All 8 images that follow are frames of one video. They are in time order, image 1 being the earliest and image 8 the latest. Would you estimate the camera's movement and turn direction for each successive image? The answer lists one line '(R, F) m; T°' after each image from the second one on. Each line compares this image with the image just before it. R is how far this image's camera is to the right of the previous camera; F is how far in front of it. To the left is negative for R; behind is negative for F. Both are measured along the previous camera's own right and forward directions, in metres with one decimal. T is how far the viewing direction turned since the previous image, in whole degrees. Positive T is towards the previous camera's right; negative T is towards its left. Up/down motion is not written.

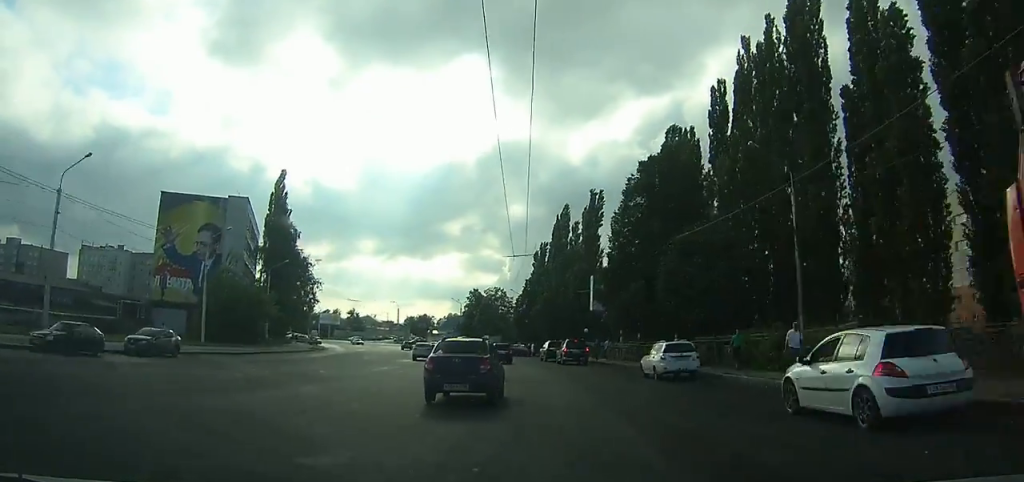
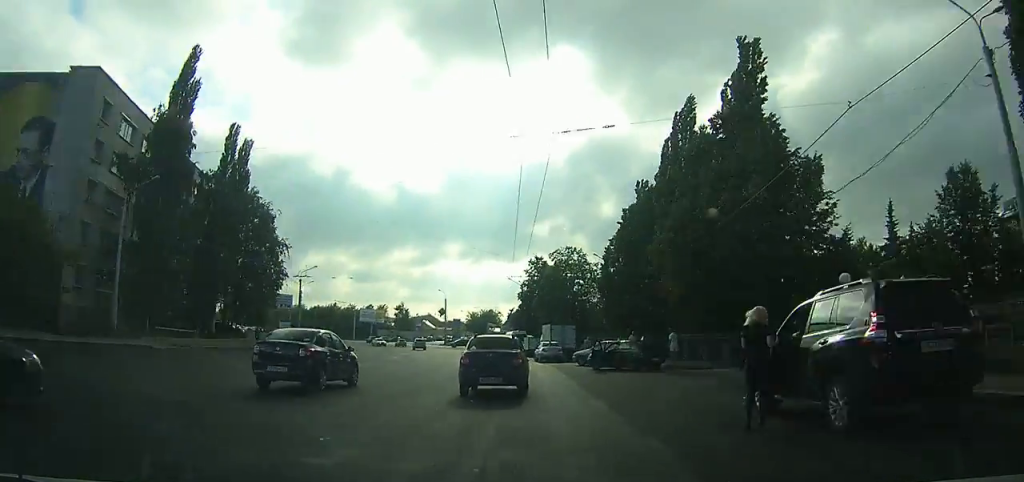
(-1.3, +41.6) m; -6°
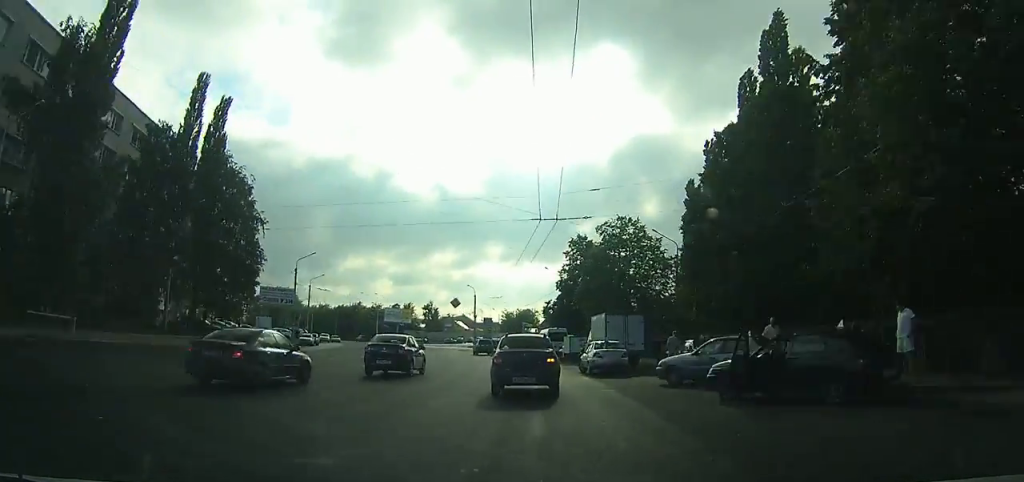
(-0.7, +16.0) m; -4°
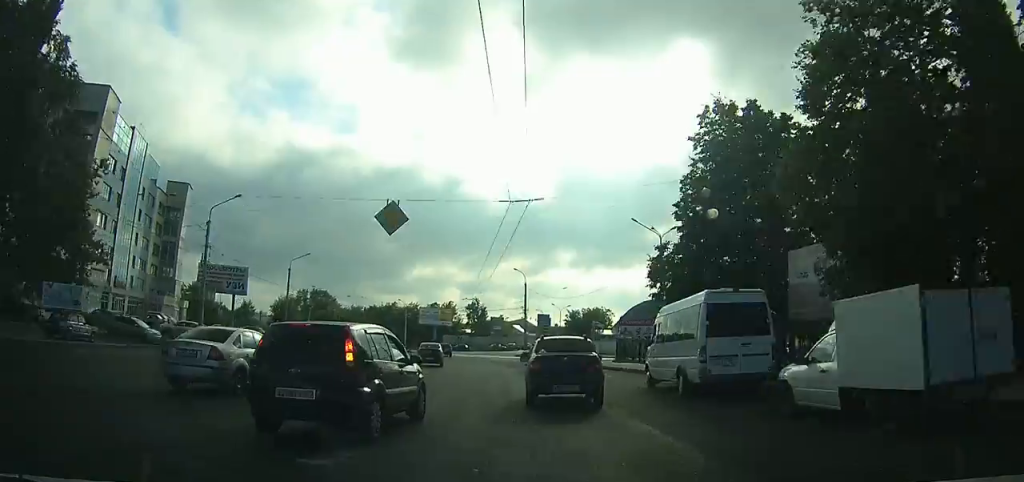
(-2.7, +34.8) m; -10°
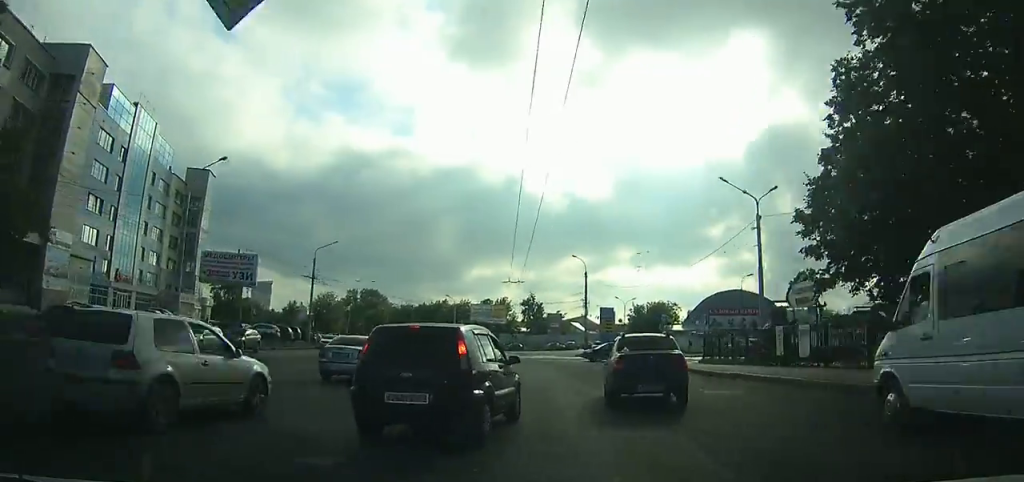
(+0.1, +11.4) m; -3°
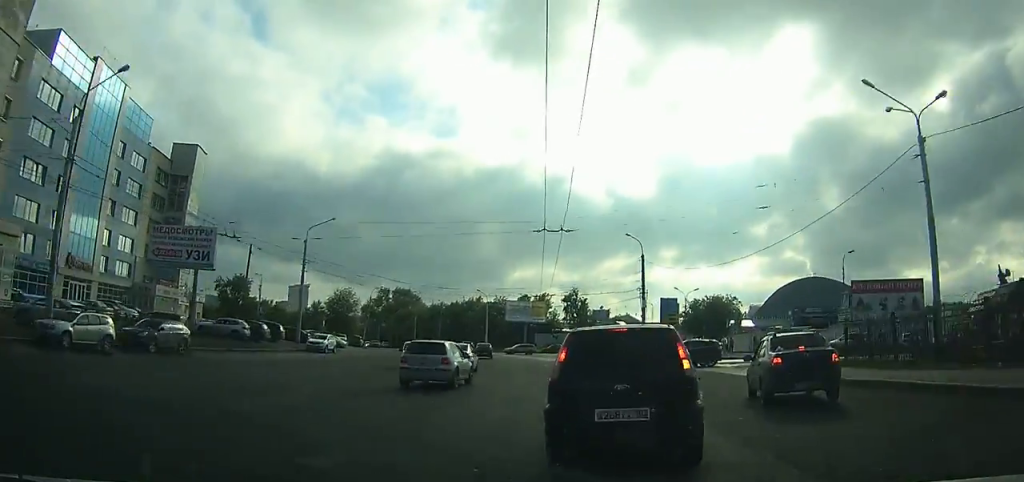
(-1.3, +17.0) m; -4°
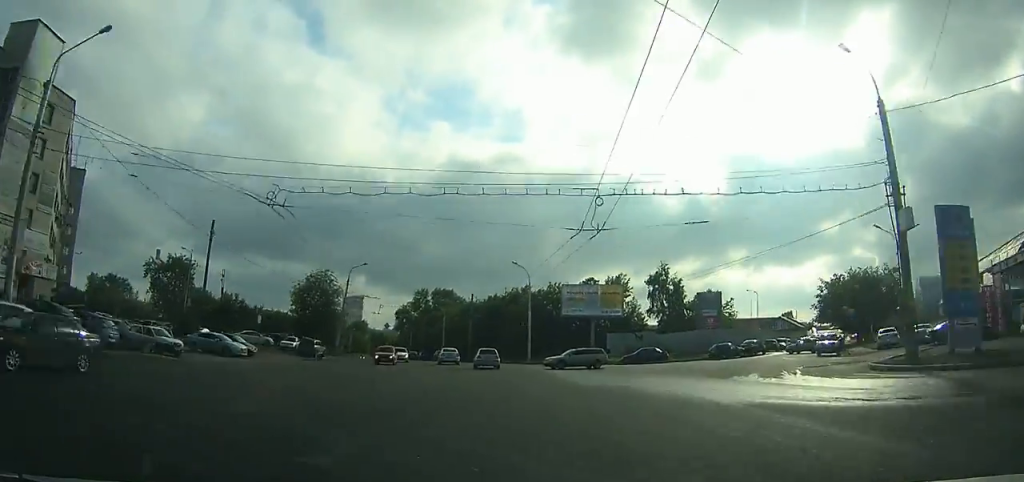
(-2.9, +42.8) m; -9°
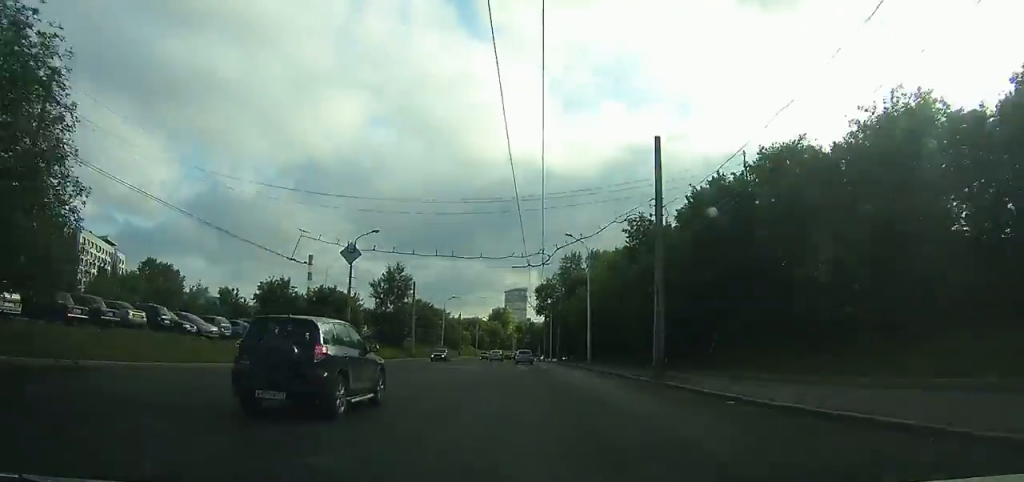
(-8.4, +66.8) m; -12°
